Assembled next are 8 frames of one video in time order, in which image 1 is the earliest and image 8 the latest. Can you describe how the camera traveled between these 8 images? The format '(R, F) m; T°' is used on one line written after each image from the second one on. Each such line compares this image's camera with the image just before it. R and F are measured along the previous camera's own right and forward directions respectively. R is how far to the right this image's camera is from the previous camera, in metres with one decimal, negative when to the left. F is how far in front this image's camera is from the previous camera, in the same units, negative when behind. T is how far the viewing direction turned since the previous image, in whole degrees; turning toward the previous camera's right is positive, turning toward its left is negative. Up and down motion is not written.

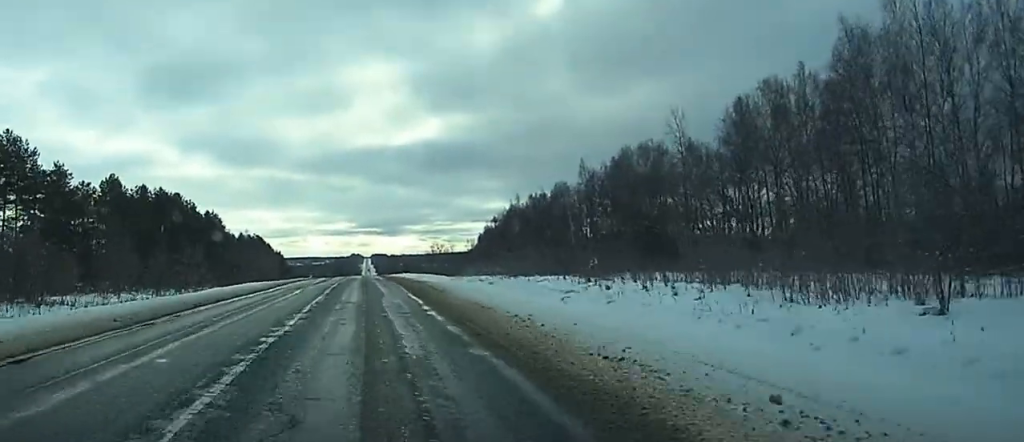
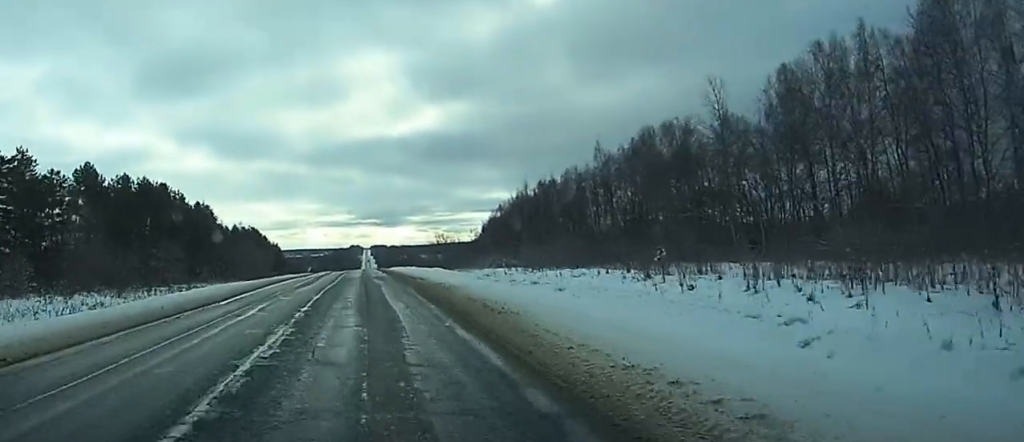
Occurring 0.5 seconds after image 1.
(0.0, +13.4) m; 0°
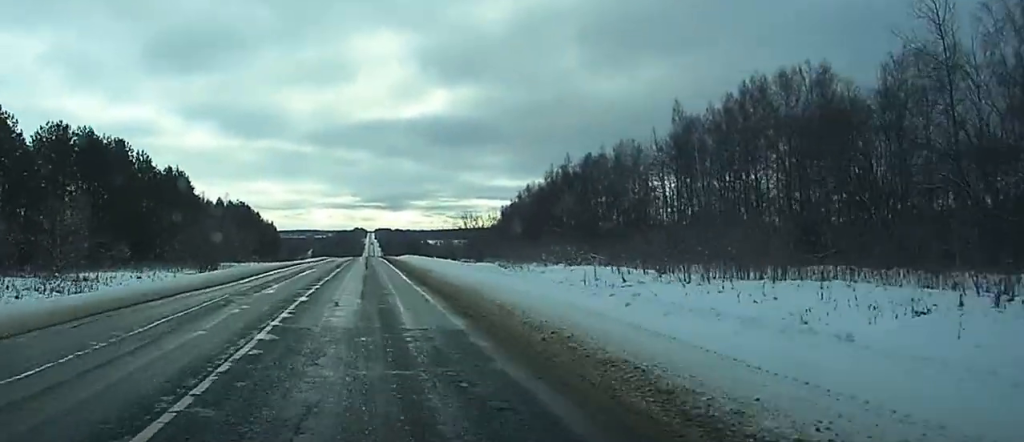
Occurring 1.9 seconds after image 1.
(0.0, +40.3) m; 0°
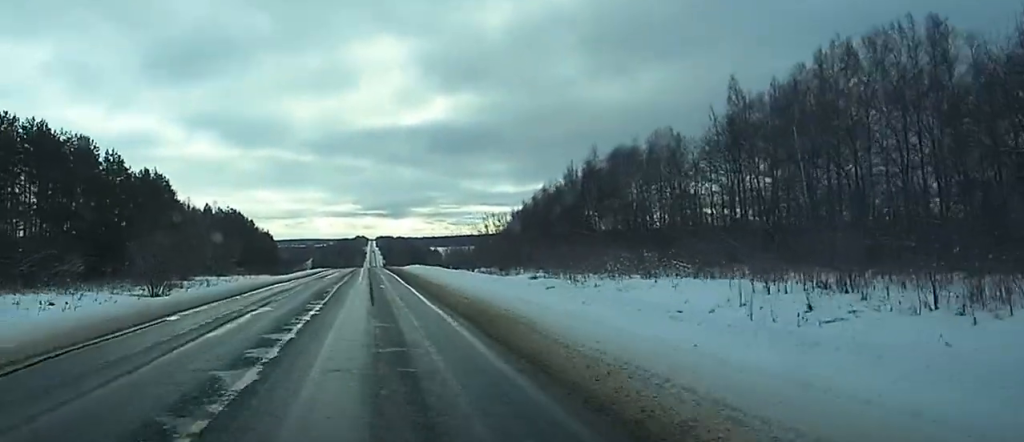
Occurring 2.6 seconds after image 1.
(0.0, +21.1) m; 0°
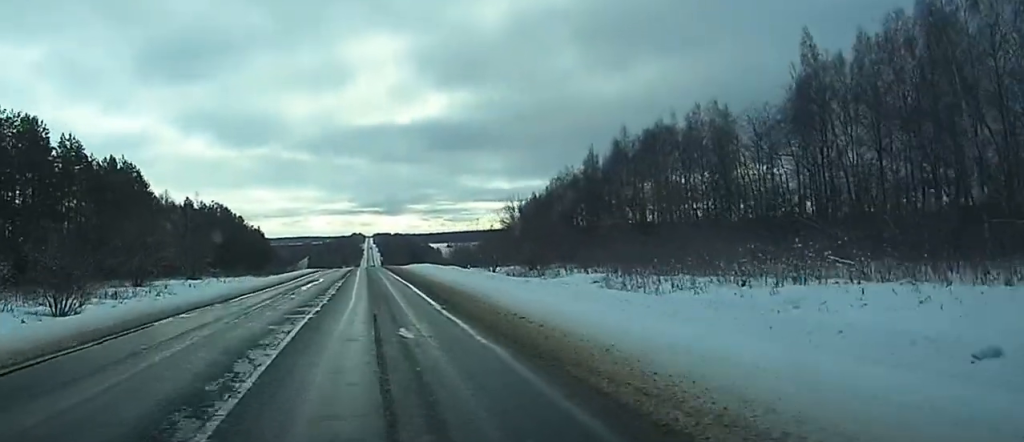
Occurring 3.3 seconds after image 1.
(0.0, +21.2) m; 0°
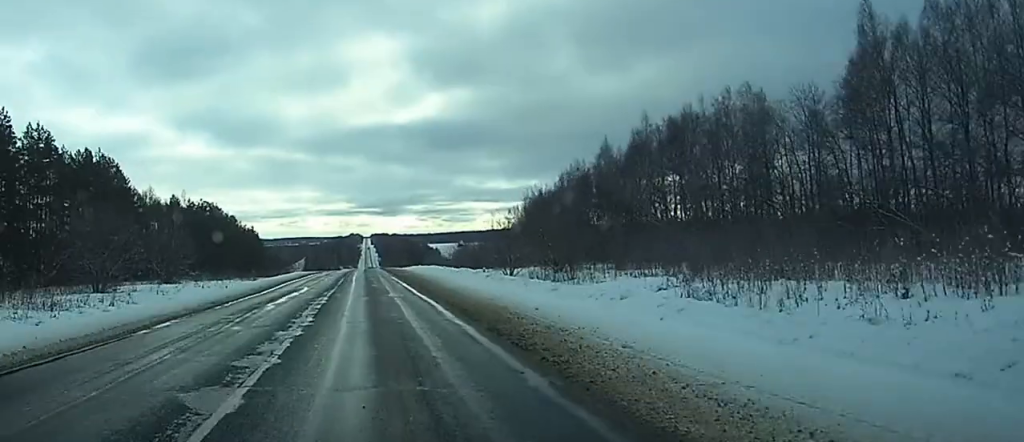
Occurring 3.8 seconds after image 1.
(0.0, +12.5) m; 0°
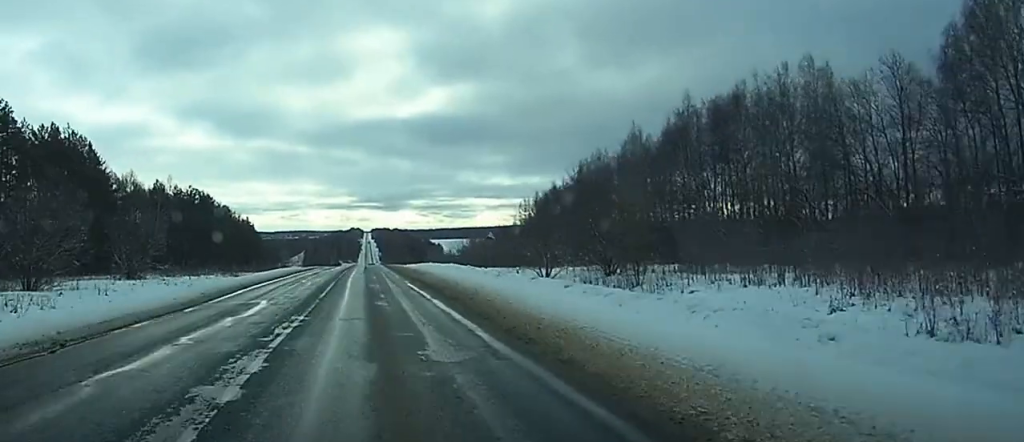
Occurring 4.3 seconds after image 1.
(0.0, +16.4) m; 0°
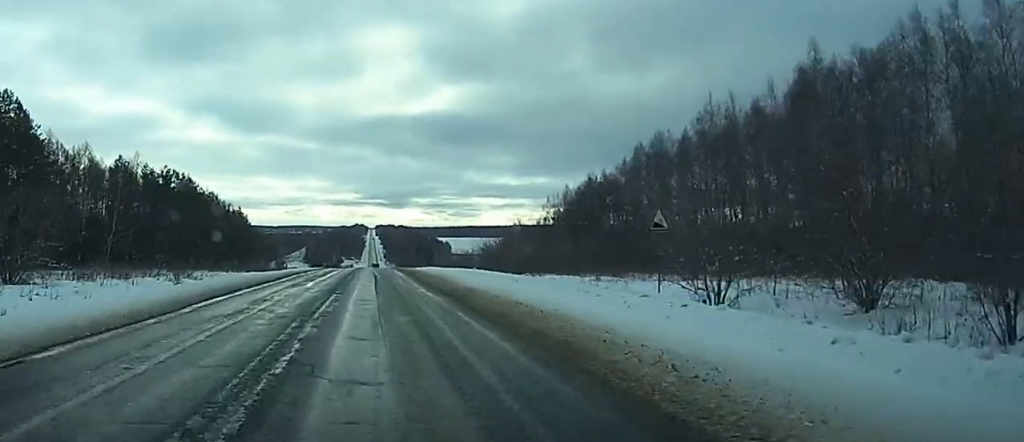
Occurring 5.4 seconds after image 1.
(+0.1, +31.8) m; 0°
